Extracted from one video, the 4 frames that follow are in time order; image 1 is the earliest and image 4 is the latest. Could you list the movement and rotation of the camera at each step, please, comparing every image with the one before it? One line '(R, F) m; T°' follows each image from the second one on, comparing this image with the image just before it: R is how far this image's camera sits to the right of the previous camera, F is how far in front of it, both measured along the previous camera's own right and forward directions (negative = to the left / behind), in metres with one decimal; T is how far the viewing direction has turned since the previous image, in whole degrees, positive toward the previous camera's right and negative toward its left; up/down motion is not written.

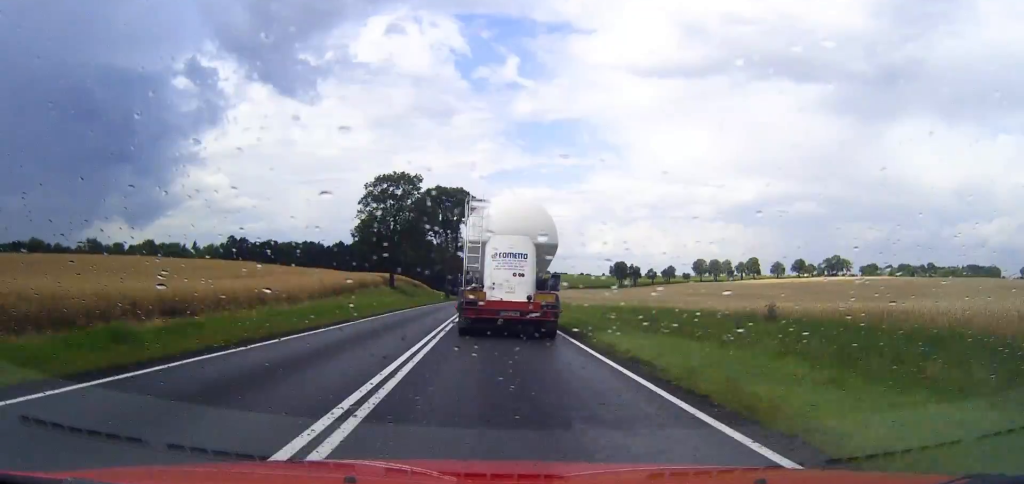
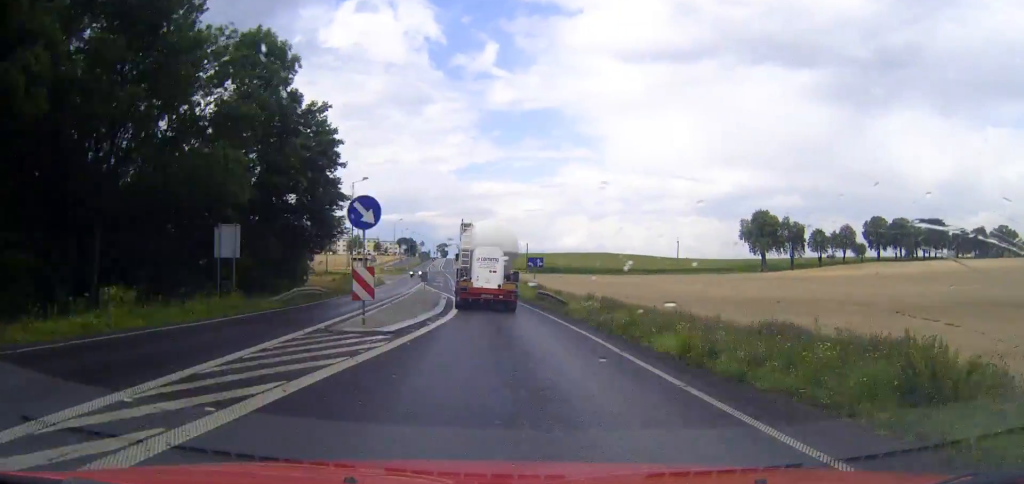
(+2.1, +295.6) m; +1°
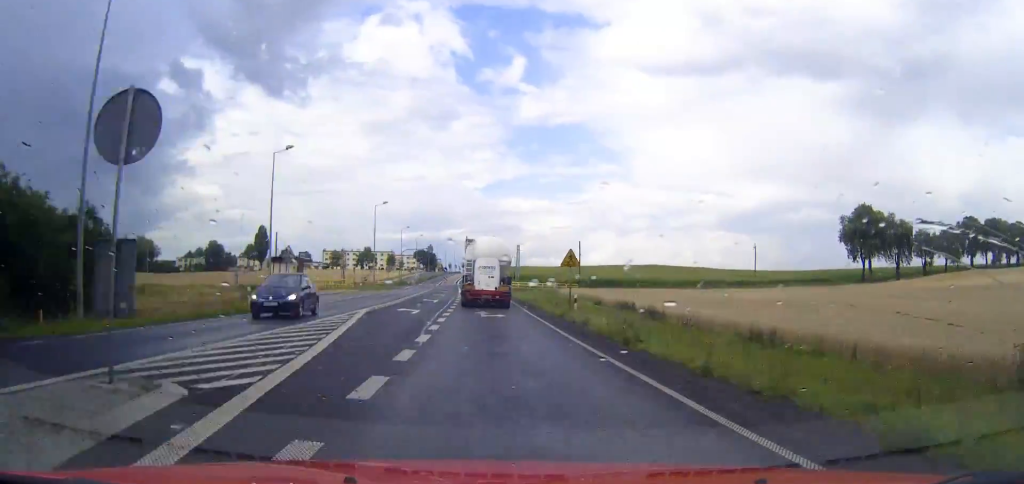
(-0.2, +50.3) m; -1°
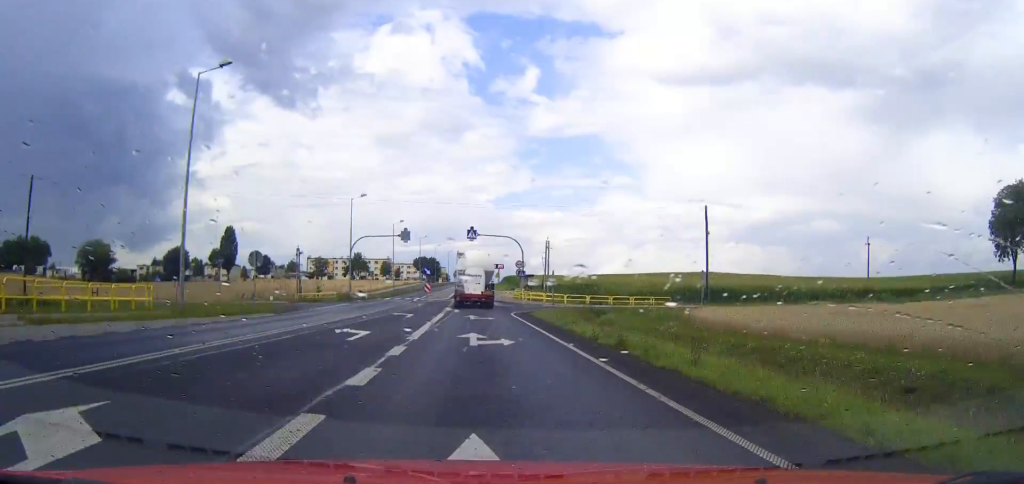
(-0.7, +57.0) m; -1°
